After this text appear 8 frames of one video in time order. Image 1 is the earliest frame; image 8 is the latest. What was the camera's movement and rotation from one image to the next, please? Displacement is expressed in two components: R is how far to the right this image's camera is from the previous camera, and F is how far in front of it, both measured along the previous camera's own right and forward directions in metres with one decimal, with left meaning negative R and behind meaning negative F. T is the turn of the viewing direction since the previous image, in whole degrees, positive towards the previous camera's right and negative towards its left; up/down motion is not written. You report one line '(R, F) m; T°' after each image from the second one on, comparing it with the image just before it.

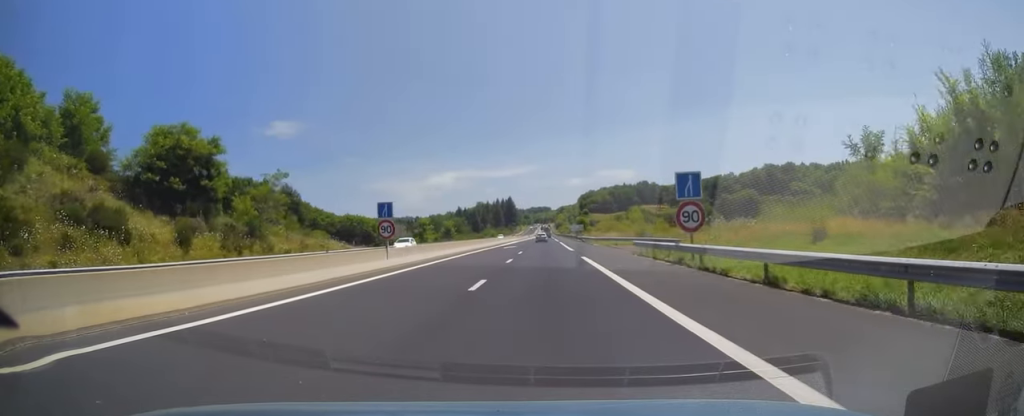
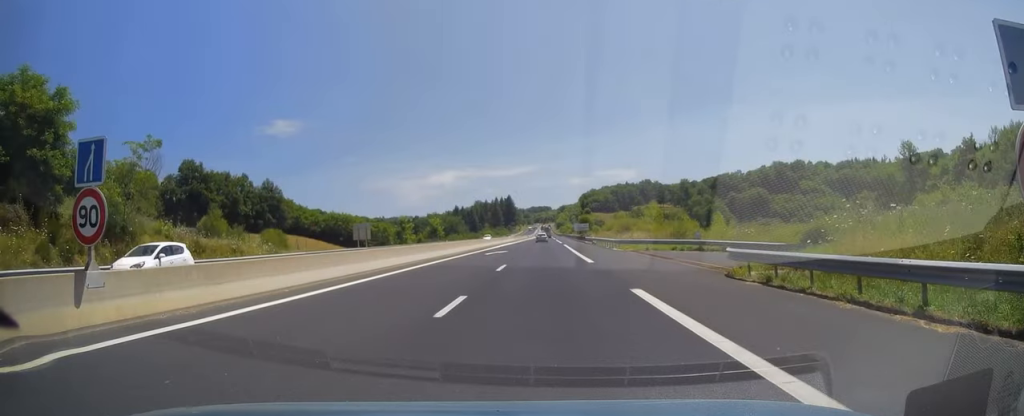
(-0.1, +17.7) m; 0°
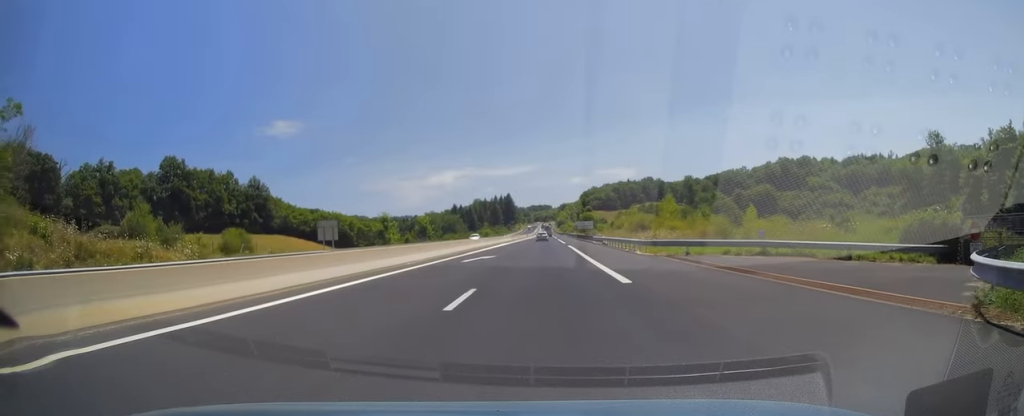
(+0.1, +11.3) m; 0°
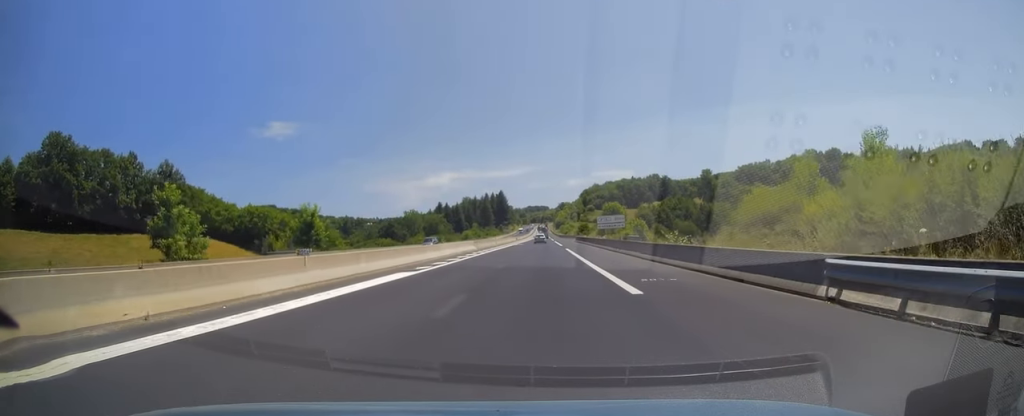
(0.0, +54.3) m; 0°
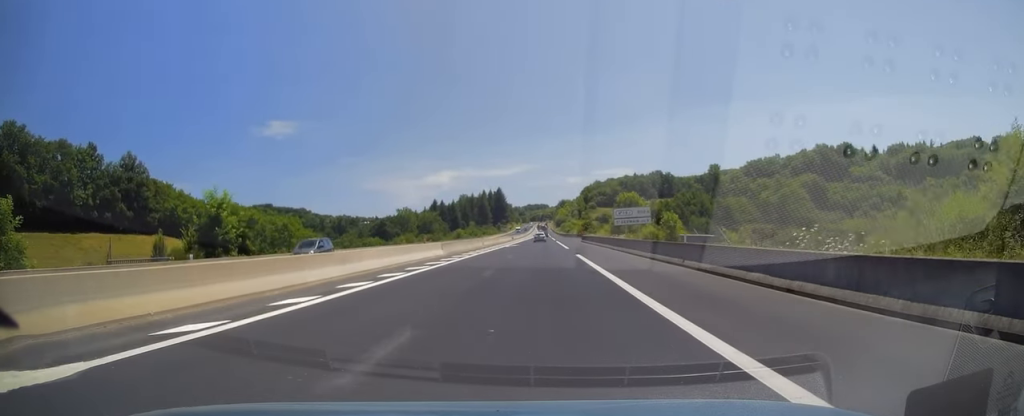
(0.0, +17.7) m; 0°
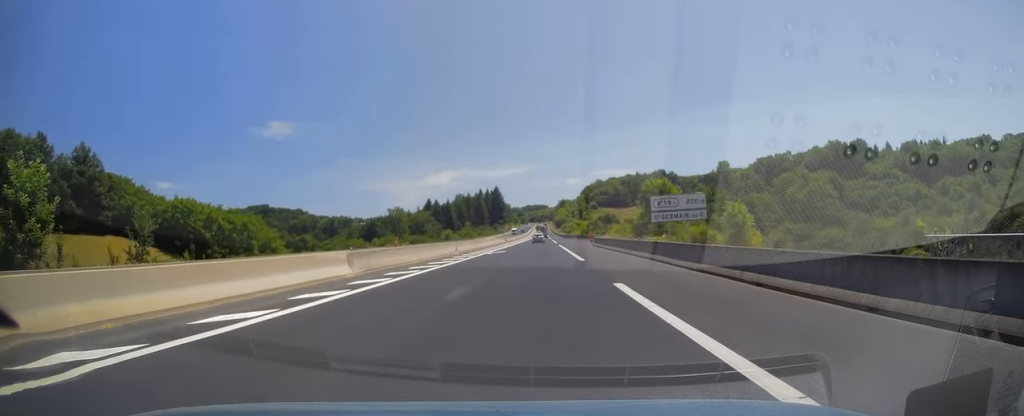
(-0.2, +18.9) m; 0°
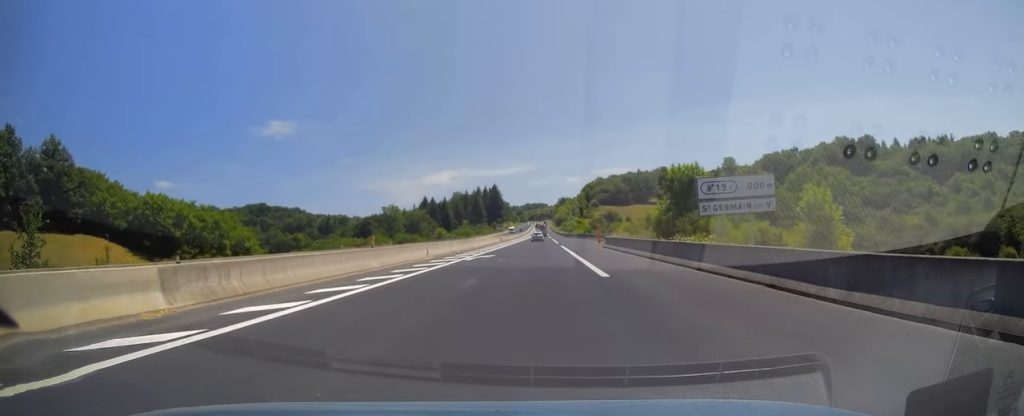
(+0.2, +10.9) m; 0°
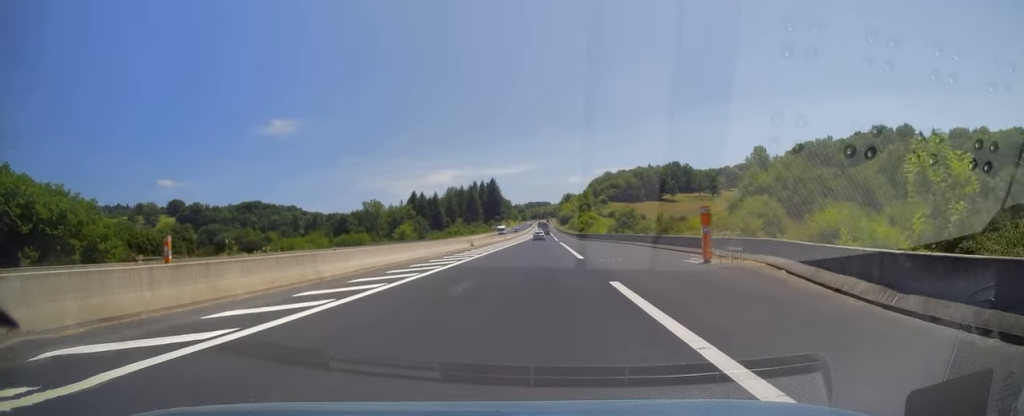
(-0.1, +40.6) m; 0°
